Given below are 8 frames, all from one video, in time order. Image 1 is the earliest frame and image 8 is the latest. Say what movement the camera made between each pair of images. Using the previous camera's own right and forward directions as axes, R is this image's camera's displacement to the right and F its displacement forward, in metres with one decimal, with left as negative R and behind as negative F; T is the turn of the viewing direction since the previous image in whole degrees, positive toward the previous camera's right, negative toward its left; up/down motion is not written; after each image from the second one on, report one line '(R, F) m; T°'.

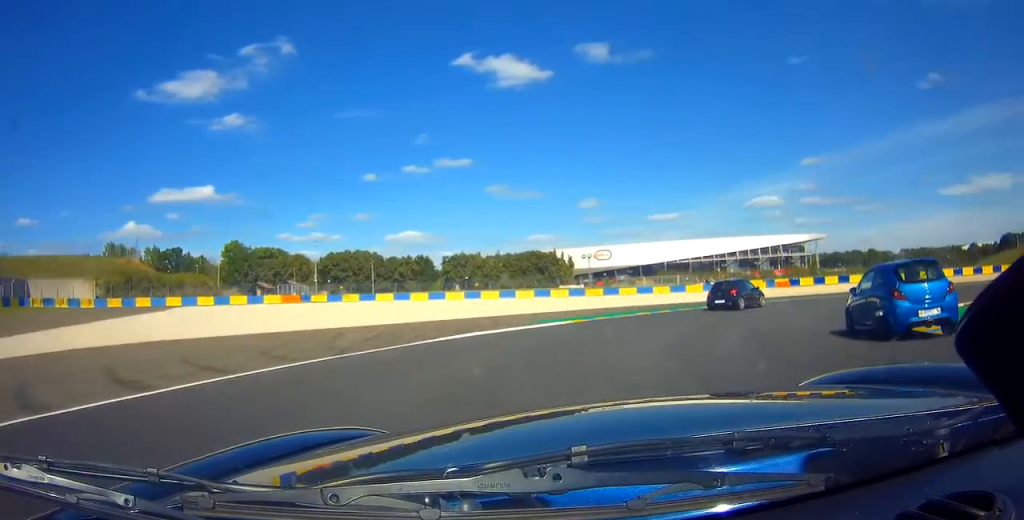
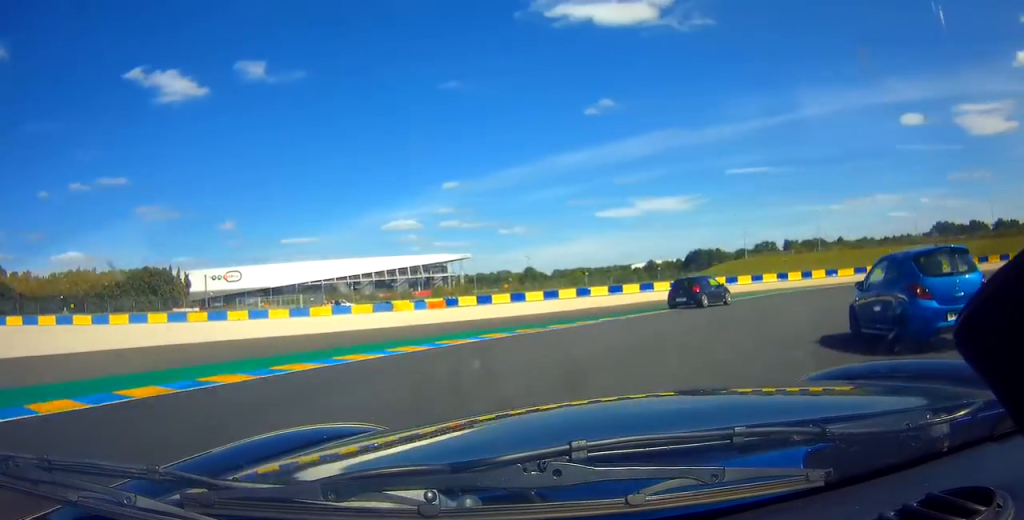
(+5.8, +20.1) m; +33°
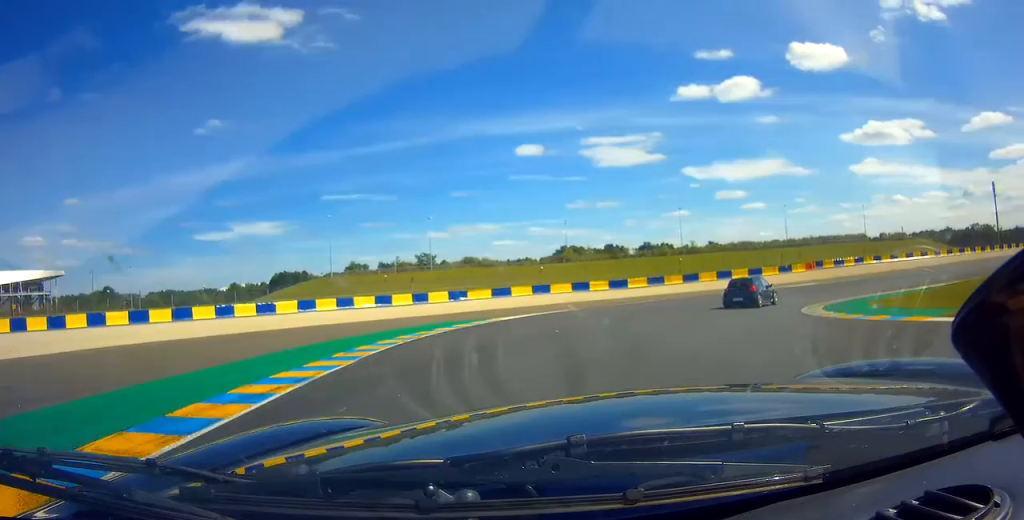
(+11.5, +28.5) m; +42°
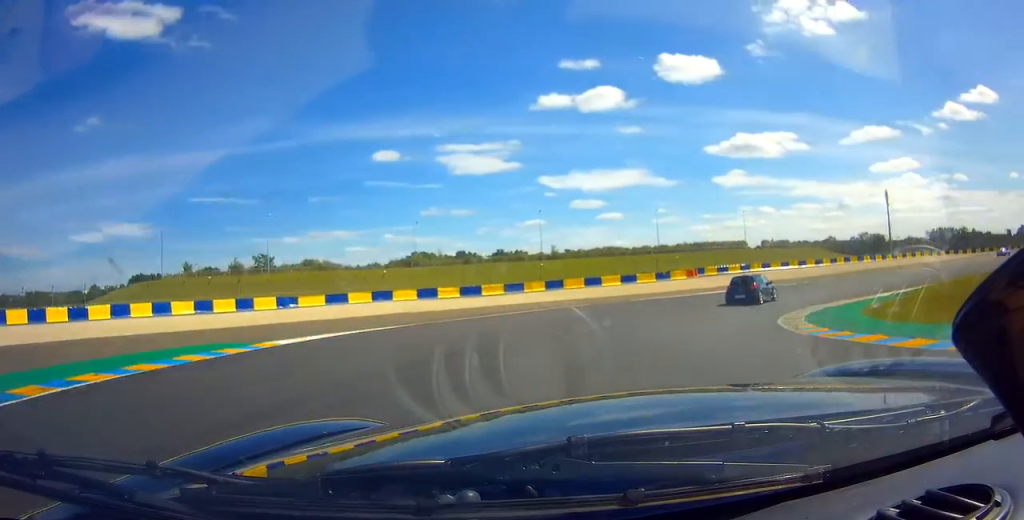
(+0.1, +10.4) m; +14°
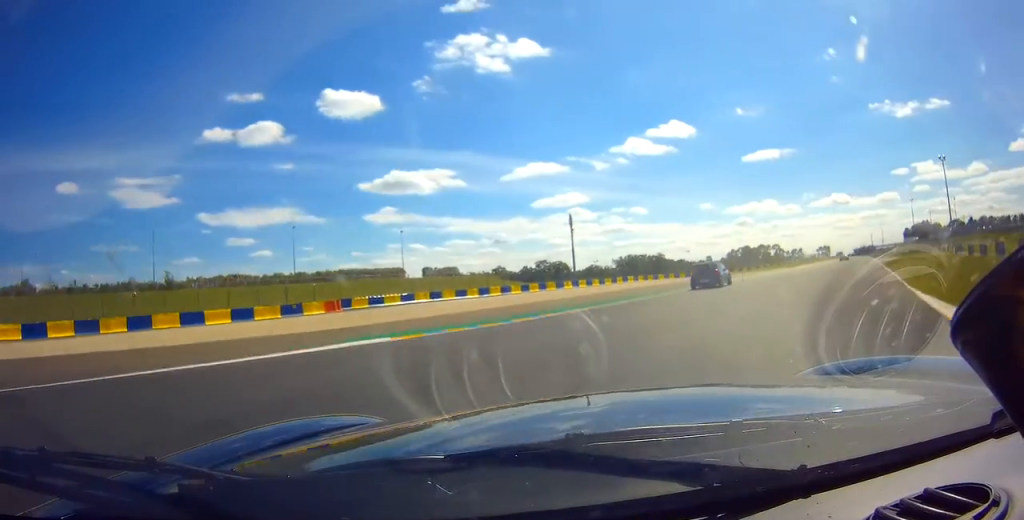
(+8.2, +27.6) m; +27°
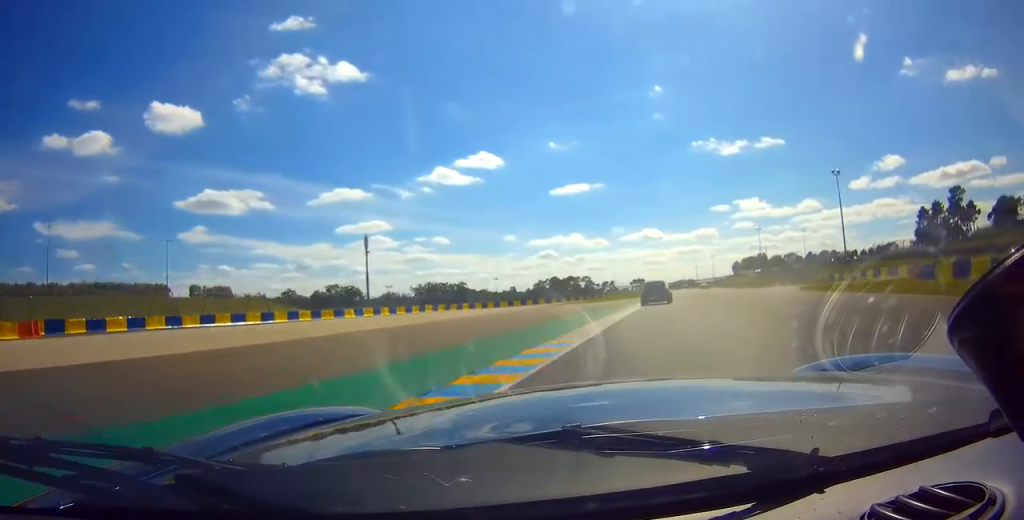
(+3.1, +23.1) m; +13°
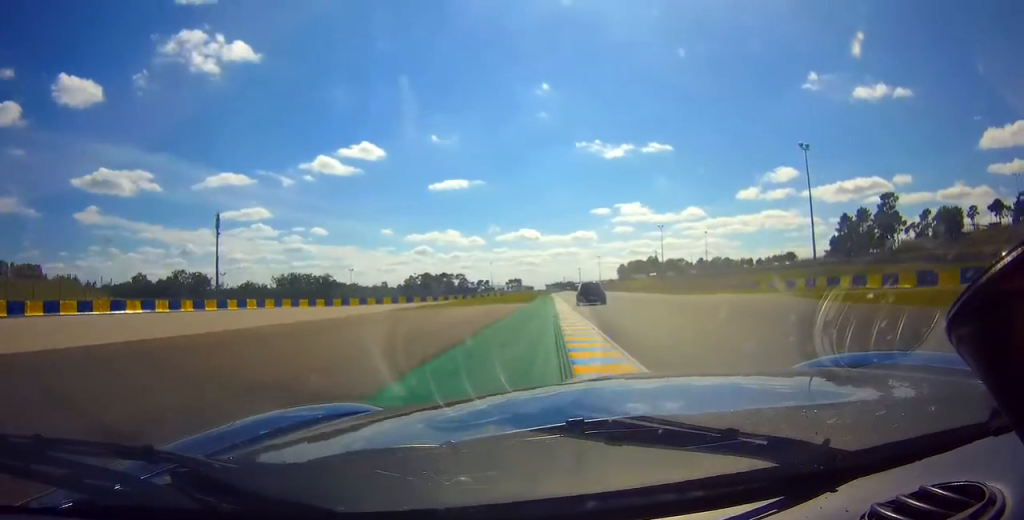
(+2.0, +26.7) m; +6°
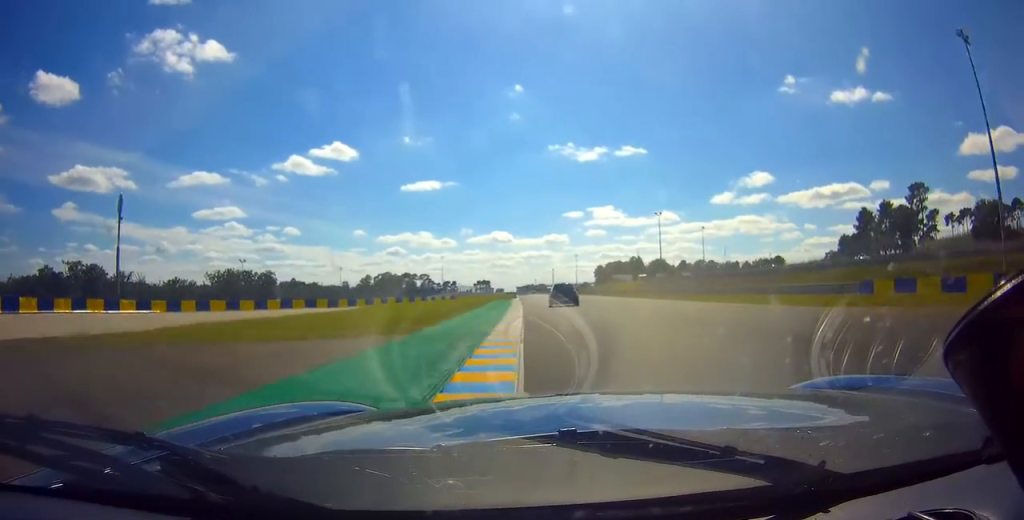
(+1.1, +38.6) m; +2°
